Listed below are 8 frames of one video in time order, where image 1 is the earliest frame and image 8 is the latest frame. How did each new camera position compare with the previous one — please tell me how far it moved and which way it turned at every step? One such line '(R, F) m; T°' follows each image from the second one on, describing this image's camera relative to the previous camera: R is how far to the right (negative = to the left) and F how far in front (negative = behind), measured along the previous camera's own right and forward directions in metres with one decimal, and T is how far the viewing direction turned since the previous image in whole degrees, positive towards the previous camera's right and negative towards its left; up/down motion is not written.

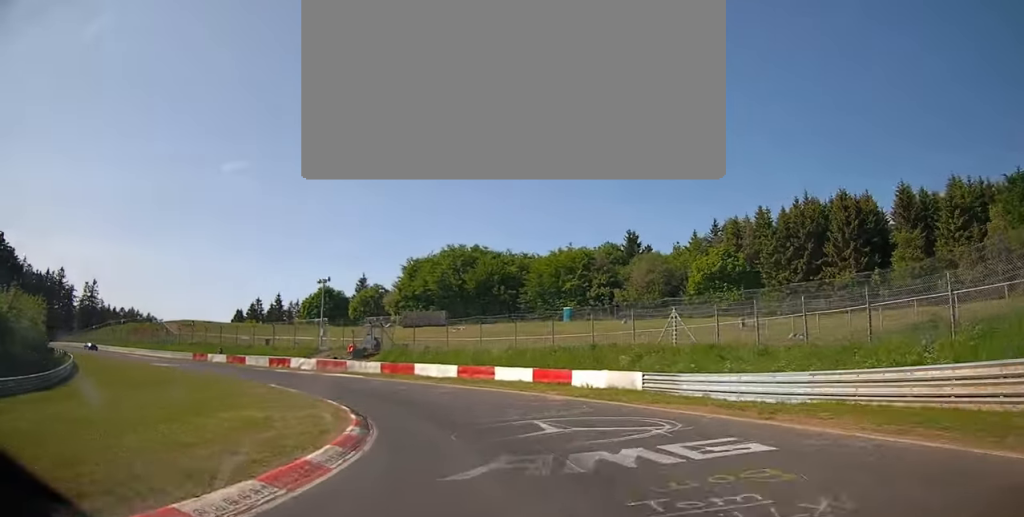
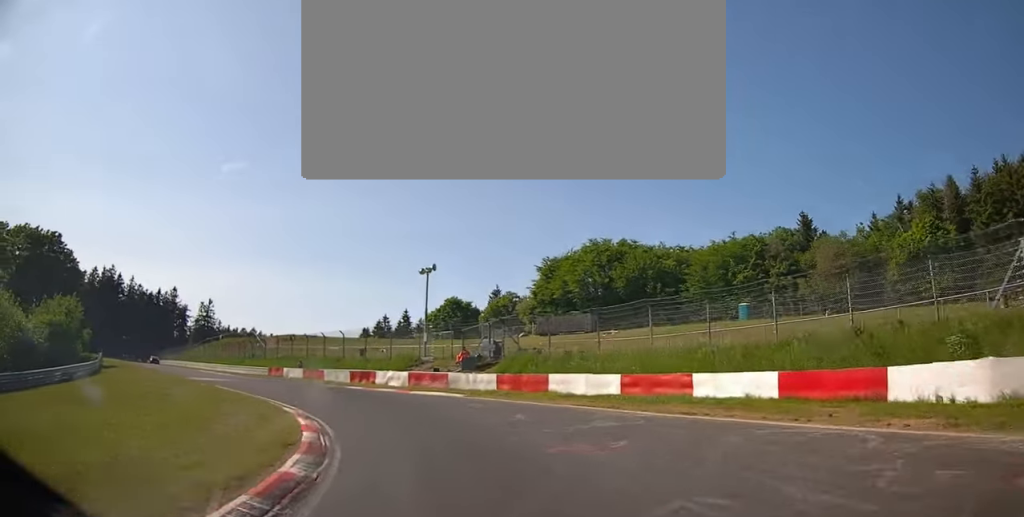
(-1.2, +16.8) m; -12°
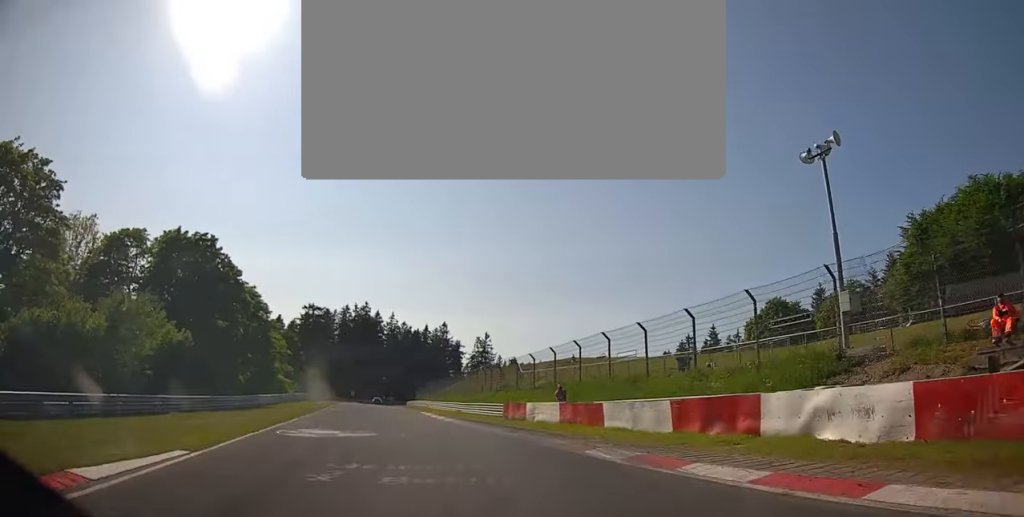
(-6.3, +27.4) m; -28°
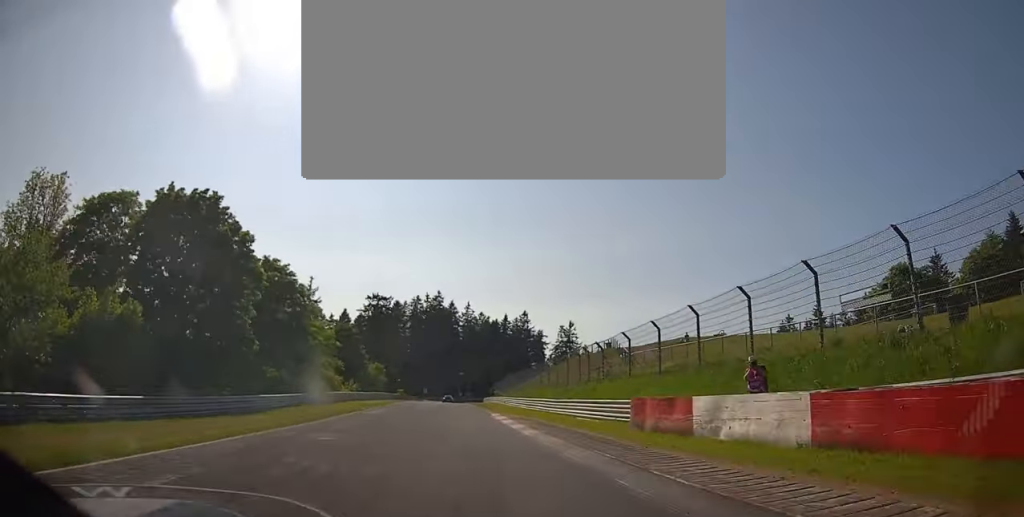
(-2.0, +14.8) m; -9°
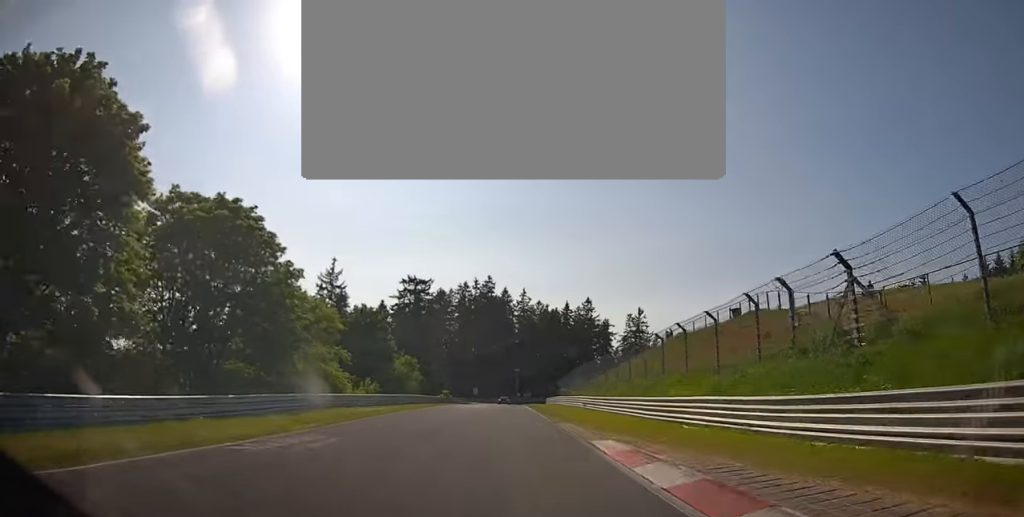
(-2.1, +22.0) m; -7°
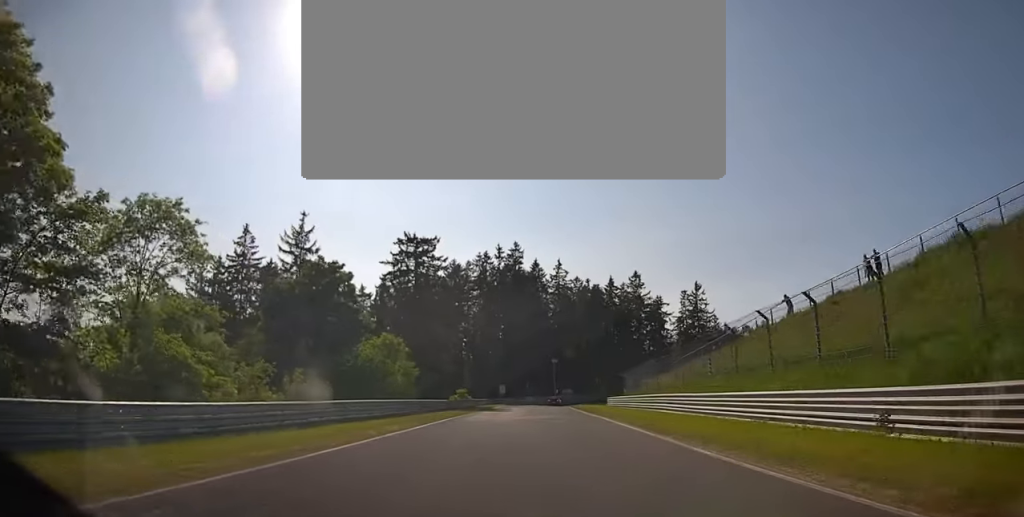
(-0.8, +29.9) m; 0°
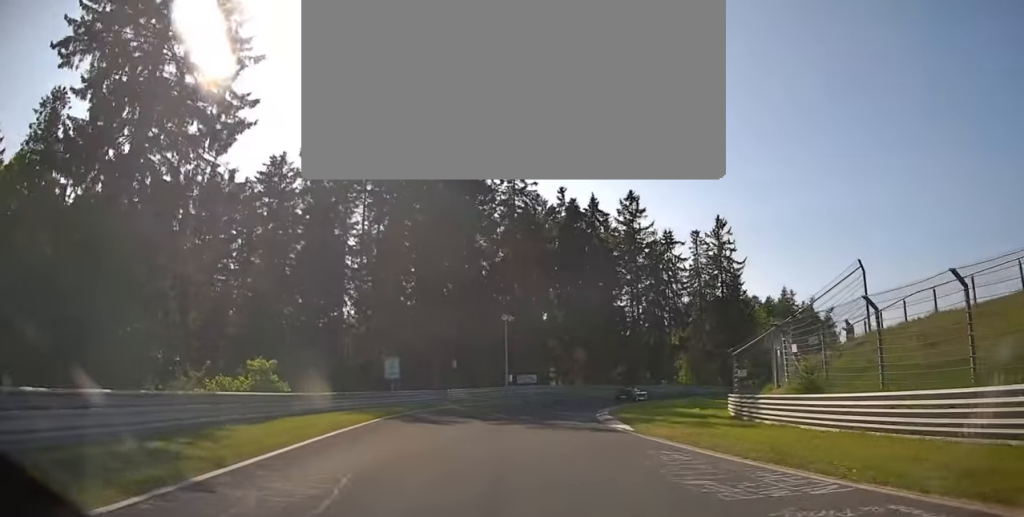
(+4.3, +53.2) m; +13°
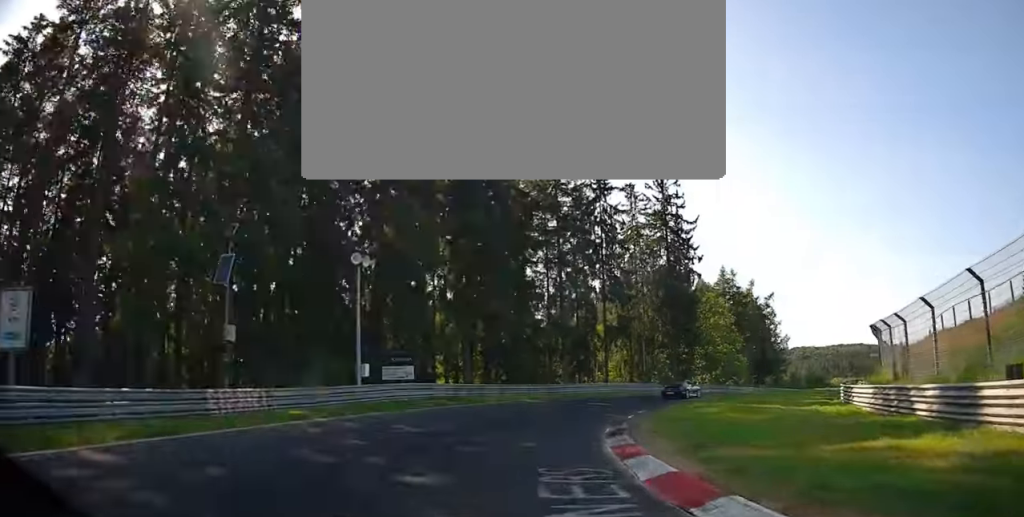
(+2.4, +23.7) m; +15°
